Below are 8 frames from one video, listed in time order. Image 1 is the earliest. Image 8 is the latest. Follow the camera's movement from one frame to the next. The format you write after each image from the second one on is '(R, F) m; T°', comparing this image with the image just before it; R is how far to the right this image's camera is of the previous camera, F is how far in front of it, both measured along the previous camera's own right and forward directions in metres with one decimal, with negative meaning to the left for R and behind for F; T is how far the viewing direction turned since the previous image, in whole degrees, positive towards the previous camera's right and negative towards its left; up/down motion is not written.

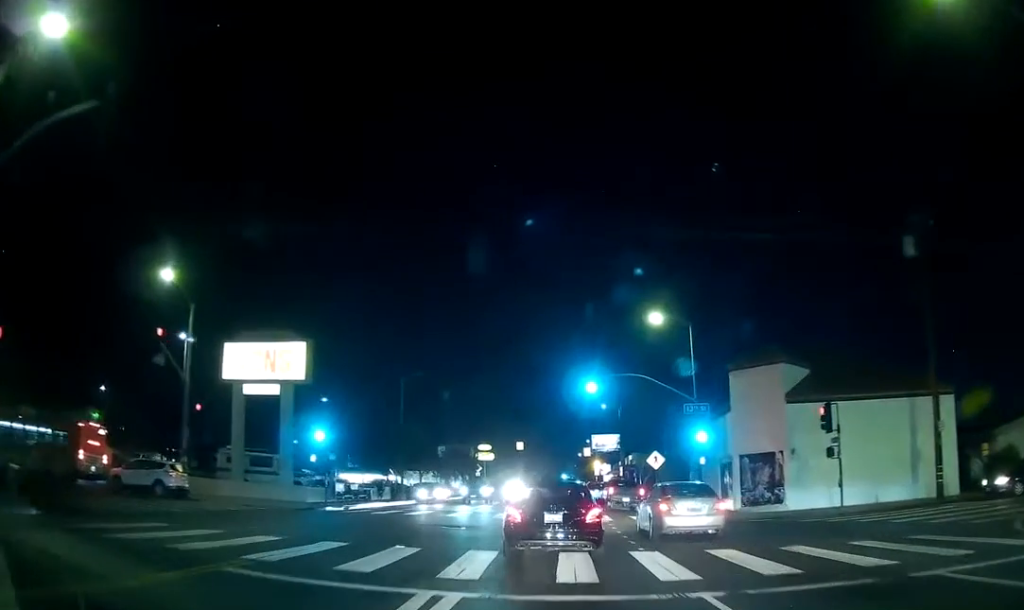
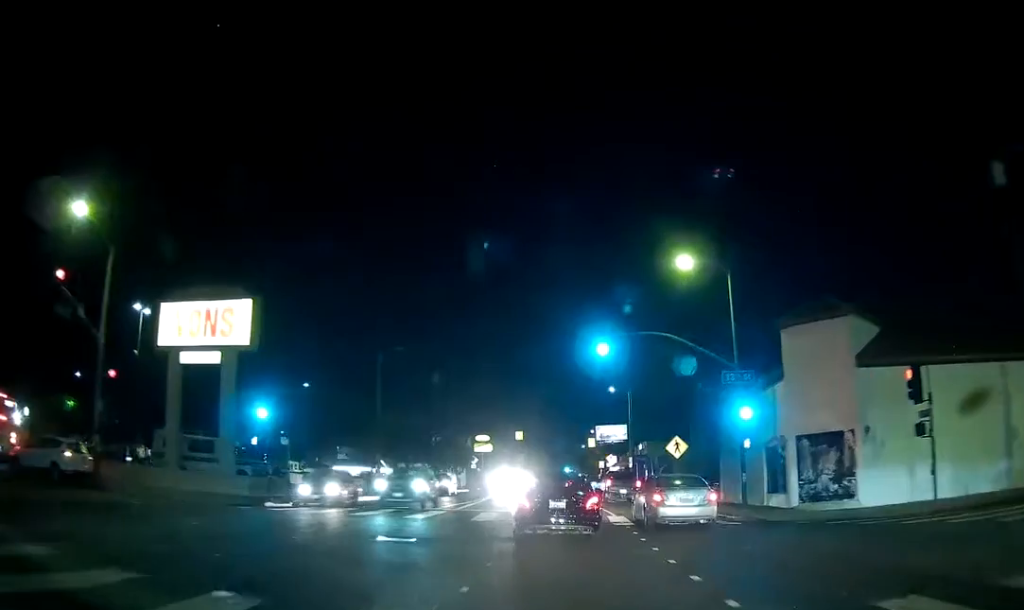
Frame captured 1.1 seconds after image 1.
(-0.1, +9.0) m; -1°
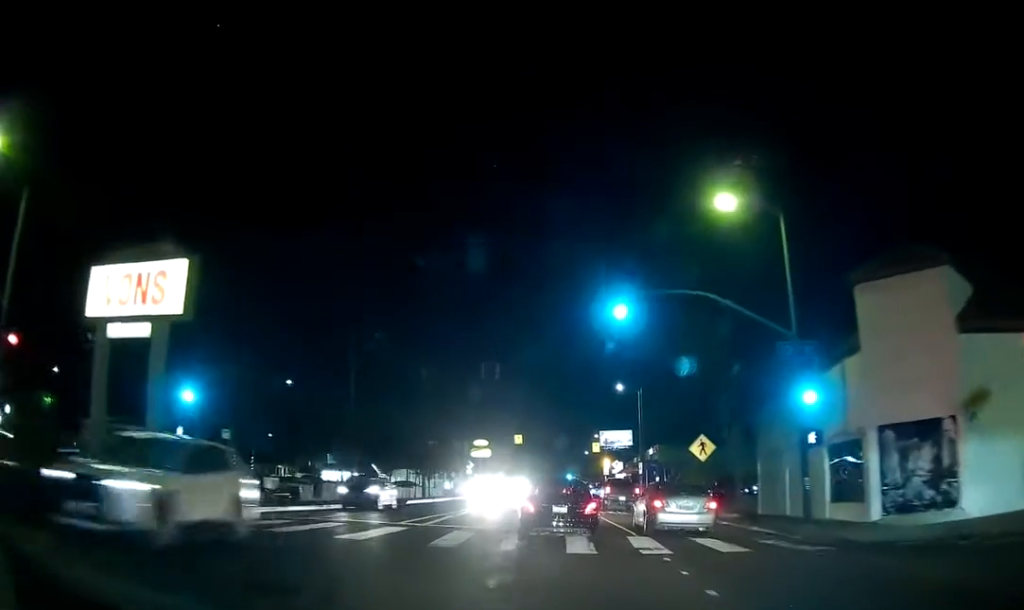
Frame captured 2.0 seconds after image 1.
(0.0, +7.9) m; 0°
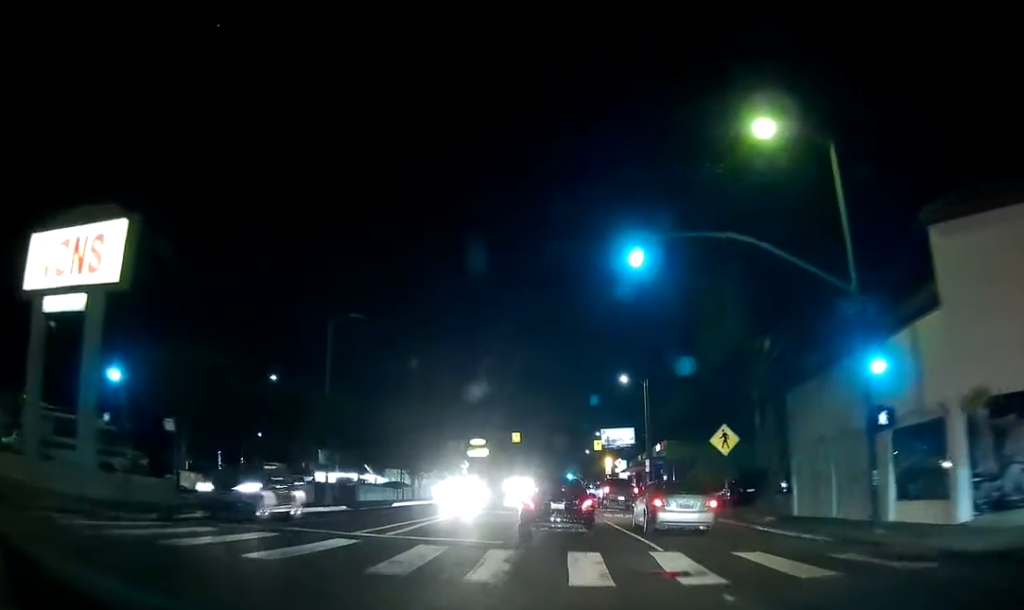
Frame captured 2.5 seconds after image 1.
(0.0, +5.4) m; +2°
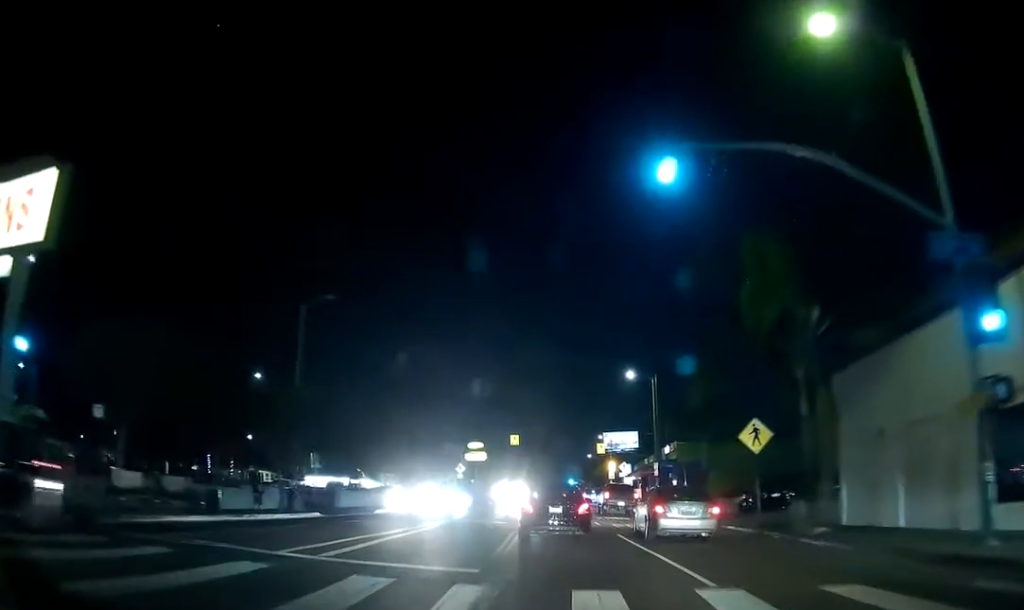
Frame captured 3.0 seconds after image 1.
(-0.1, +4.9) m; +2°
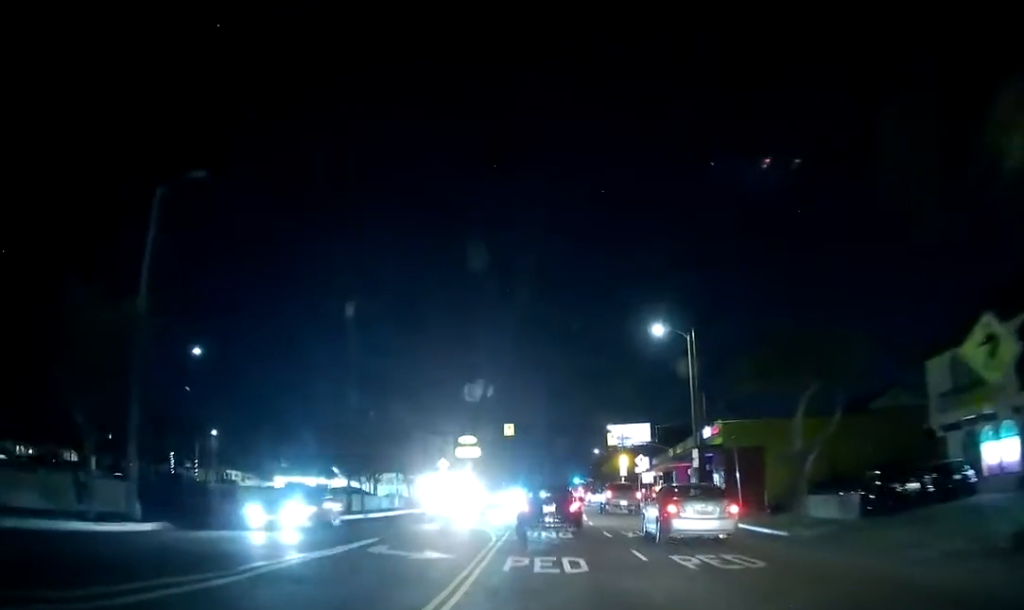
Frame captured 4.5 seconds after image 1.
(+0.5, +15.1) m; -1°
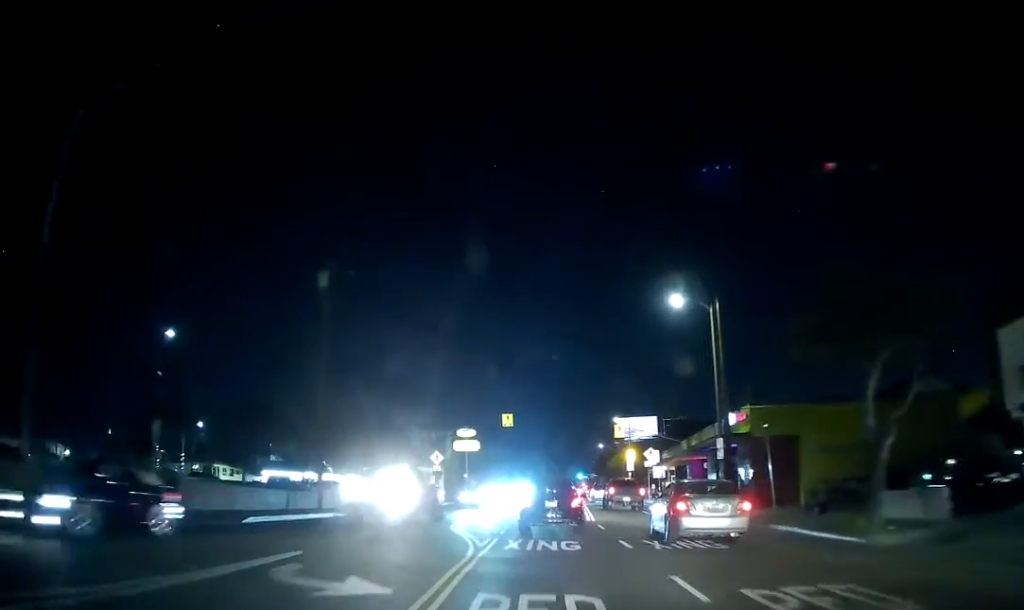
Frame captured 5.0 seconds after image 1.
(-0.3, +5.6) m; -2°
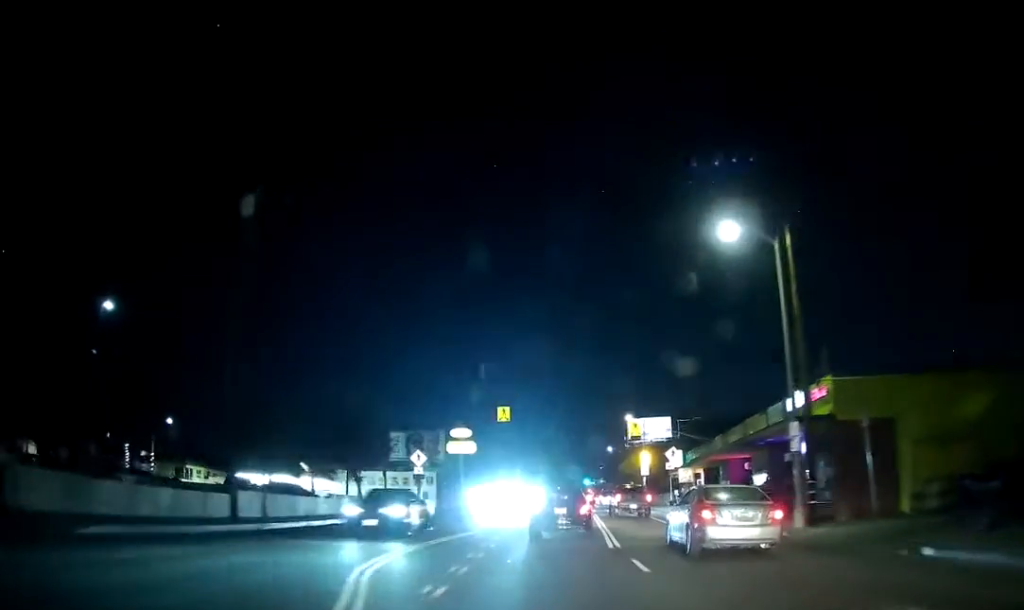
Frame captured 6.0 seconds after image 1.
(-0.1, +10.4) m; 0°
